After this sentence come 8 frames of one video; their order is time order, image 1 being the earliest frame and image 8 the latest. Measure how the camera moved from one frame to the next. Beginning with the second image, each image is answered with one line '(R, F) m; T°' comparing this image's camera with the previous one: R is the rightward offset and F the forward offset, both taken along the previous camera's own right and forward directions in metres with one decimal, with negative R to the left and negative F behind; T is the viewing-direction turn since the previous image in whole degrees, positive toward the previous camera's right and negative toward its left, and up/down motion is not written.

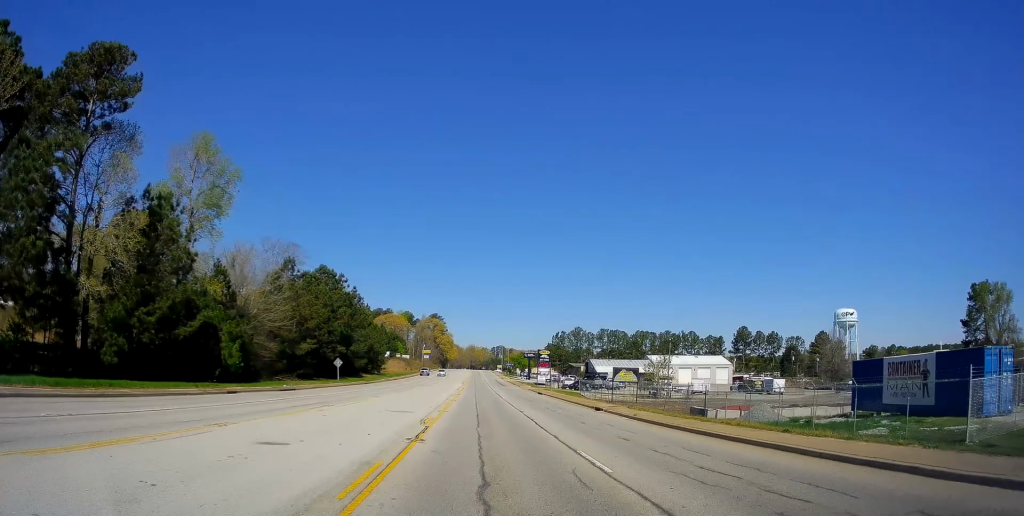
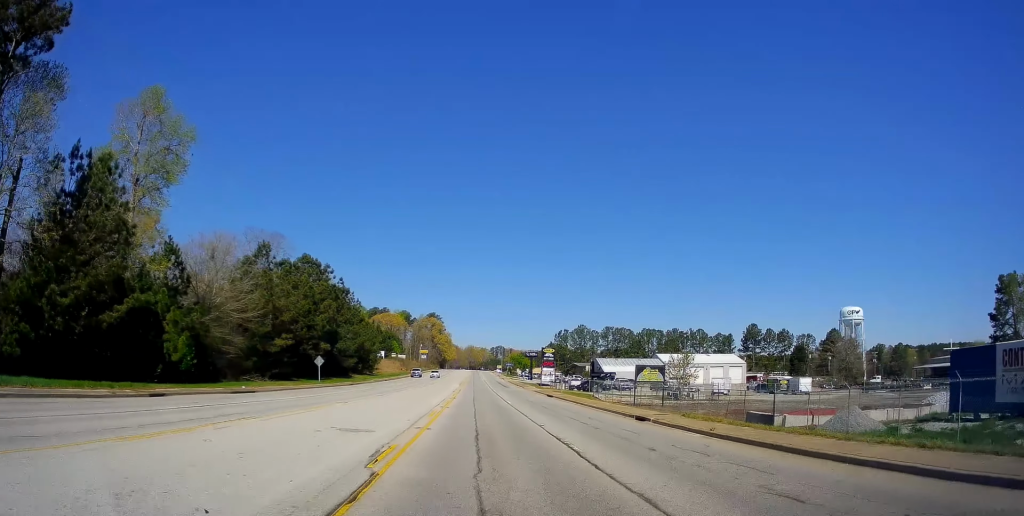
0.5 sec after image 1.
(+0.2, +8.9) m; 0°
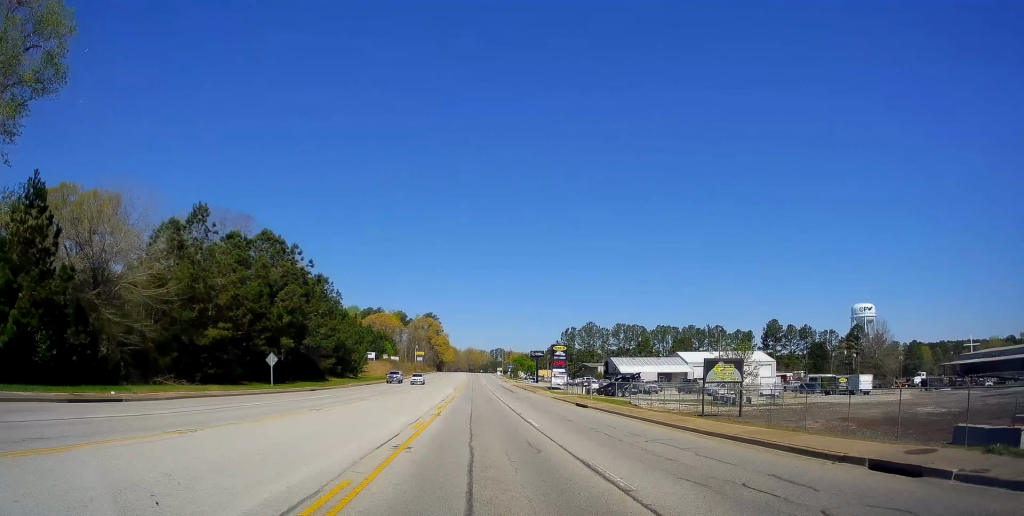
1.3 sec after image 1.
(-0.2, +15.8) m; -2°
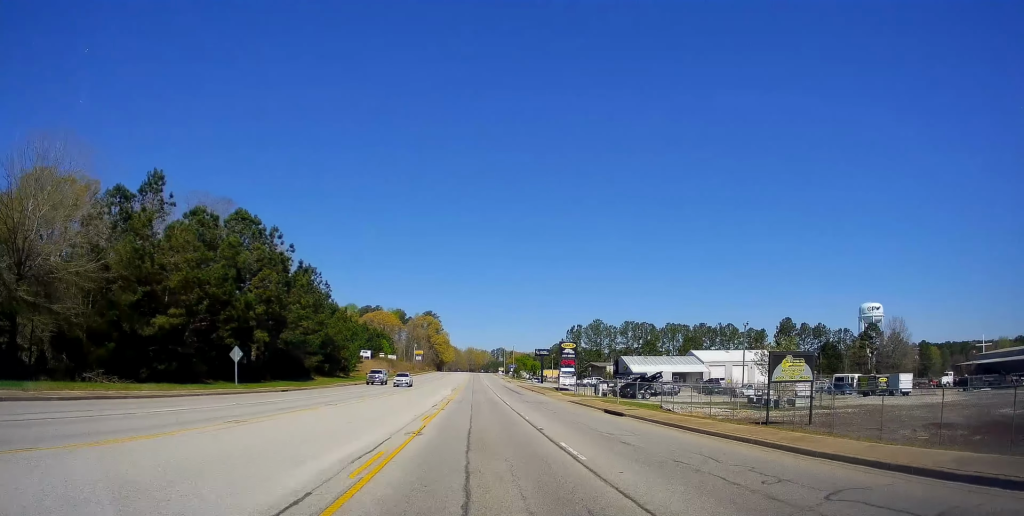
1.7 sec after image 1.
(-0.1, +8.2) m; 0°
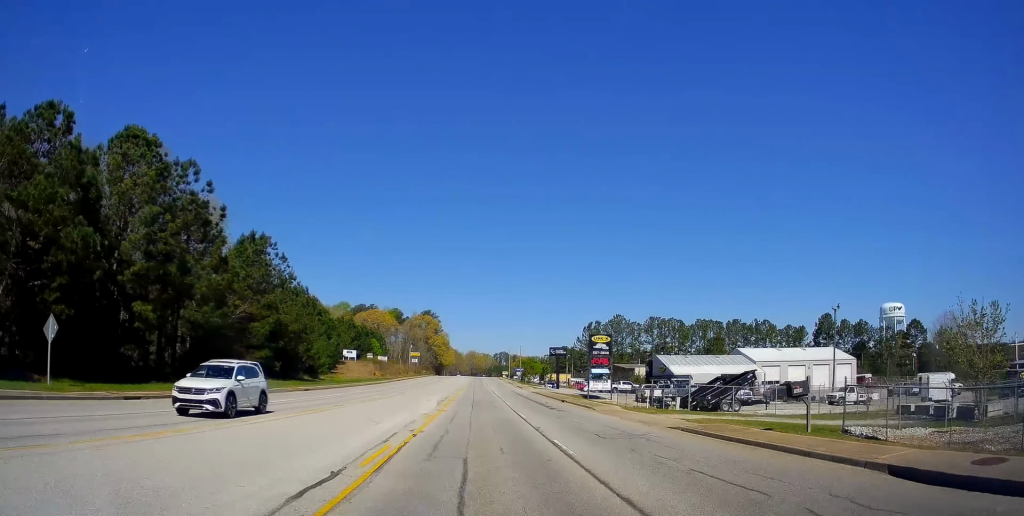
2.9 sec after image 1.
(0.0, +21.7) m; +1°
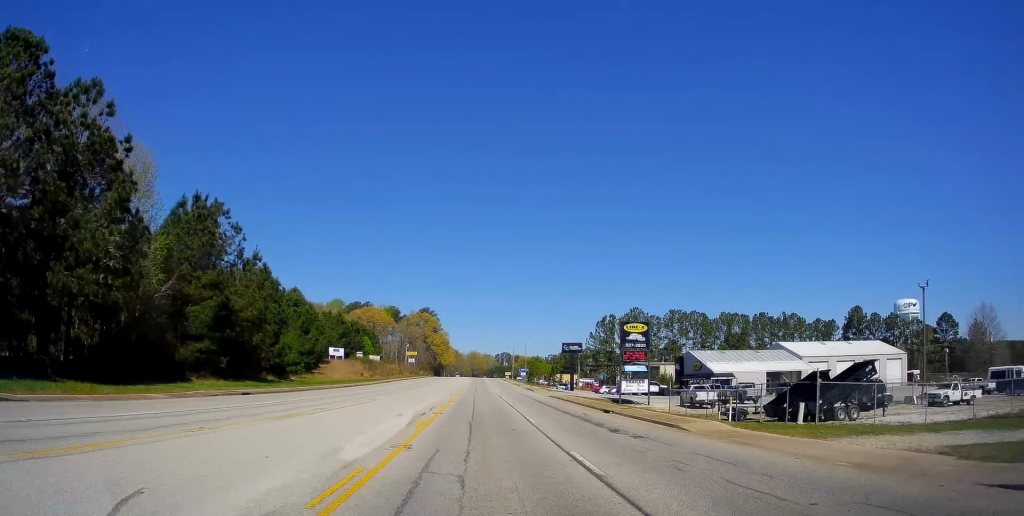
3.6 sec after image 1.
(+0.4, +14.1) m; +1°
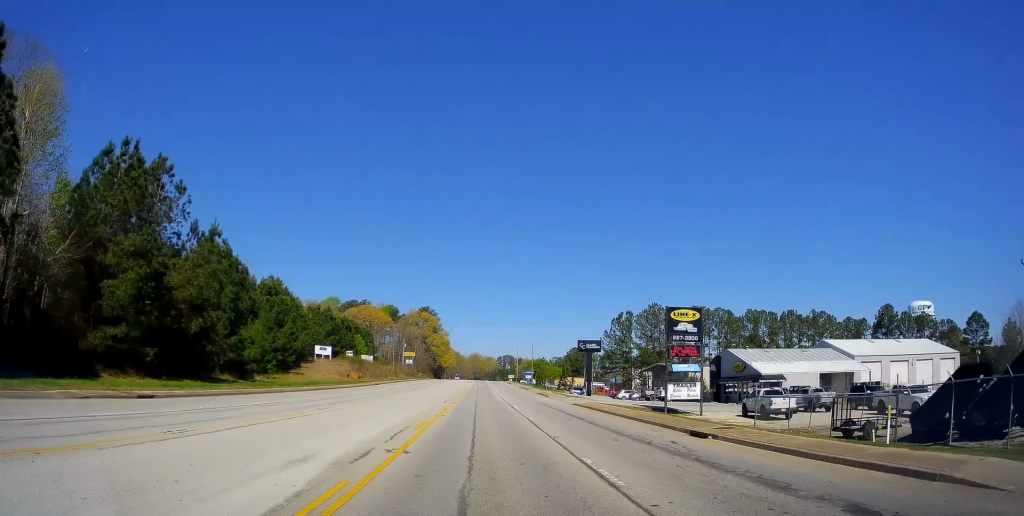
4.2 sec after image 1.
(-0.2, +12.3) m; -1°
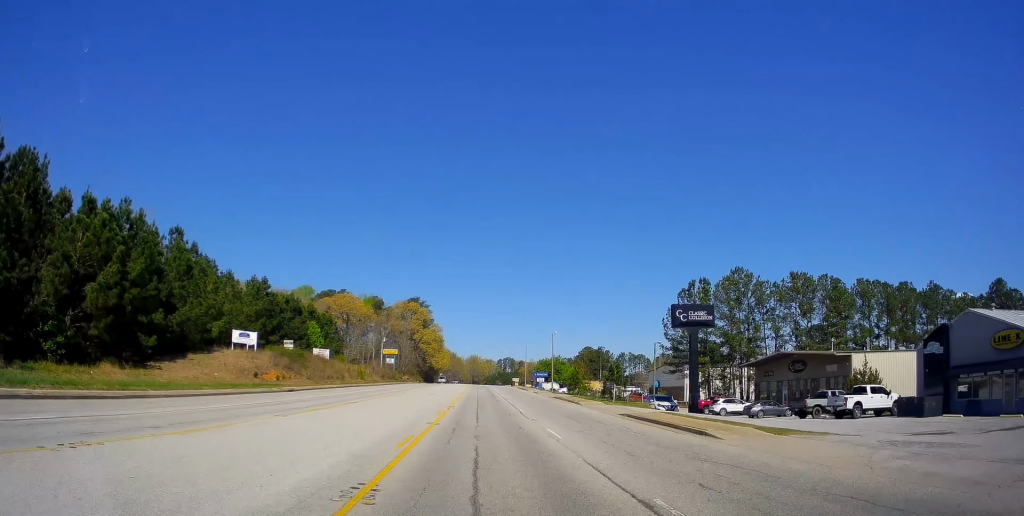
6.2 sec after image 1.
(-0.3, +38.9) m; -1°
